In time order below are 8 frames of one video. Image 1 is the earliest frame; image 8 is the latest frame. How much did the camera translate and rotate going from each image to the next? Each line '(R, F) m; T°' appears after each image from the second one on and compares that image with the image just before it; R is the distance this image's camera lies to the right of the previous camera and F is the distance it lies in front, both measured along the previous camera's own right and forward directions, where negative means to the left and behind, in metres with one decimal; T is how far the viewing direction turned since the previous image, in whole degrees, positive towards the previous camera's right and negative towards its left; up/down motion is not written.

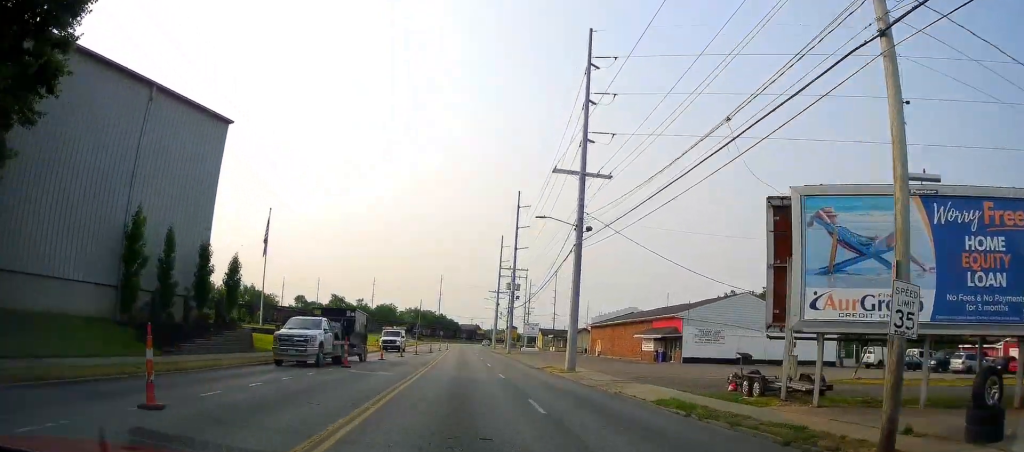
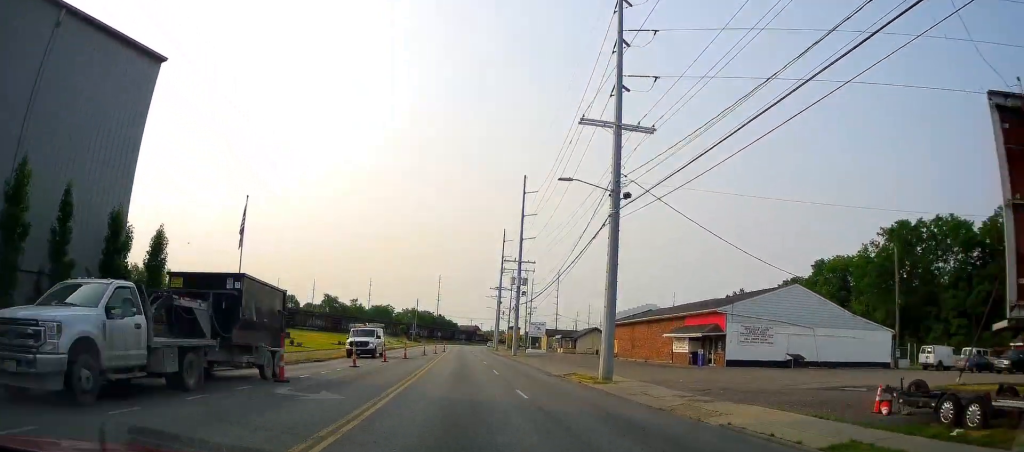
(-0.1, +8.8) m; 0°
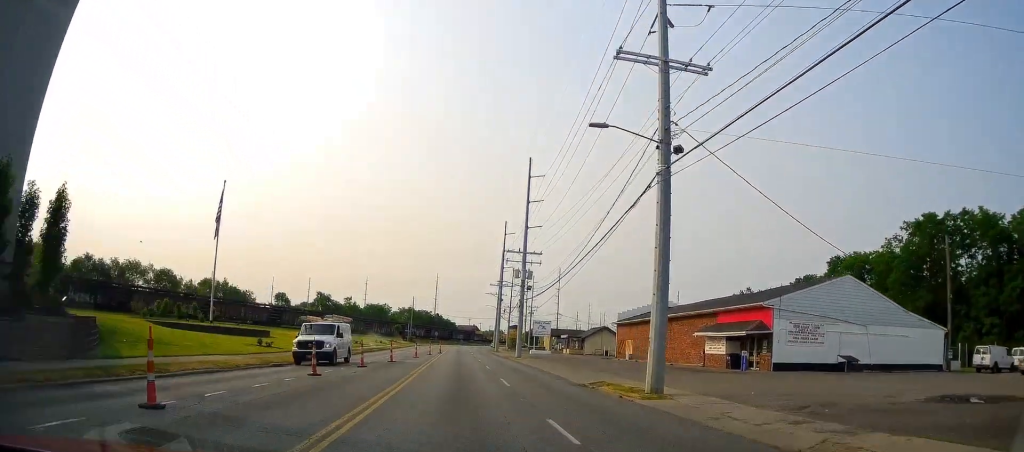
(-0.3, +7.1) m; 0°
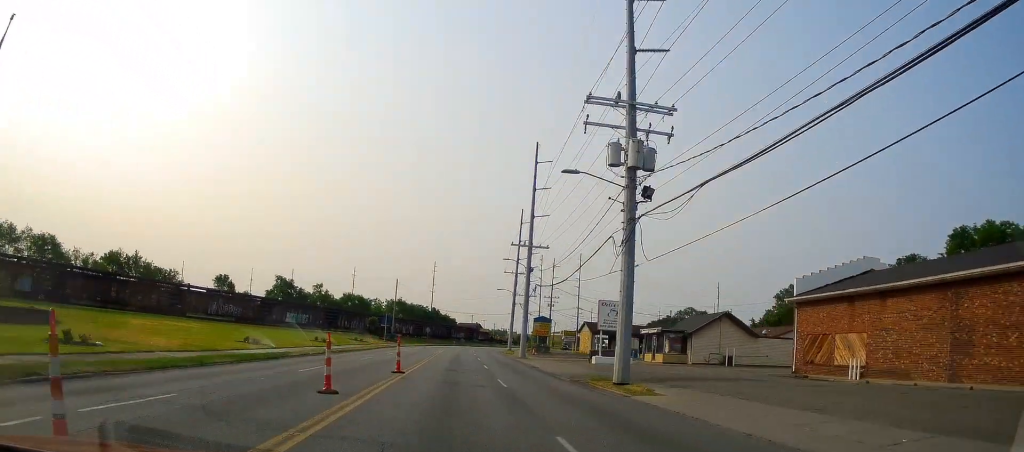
(+1.1, +39.0) m; +1°
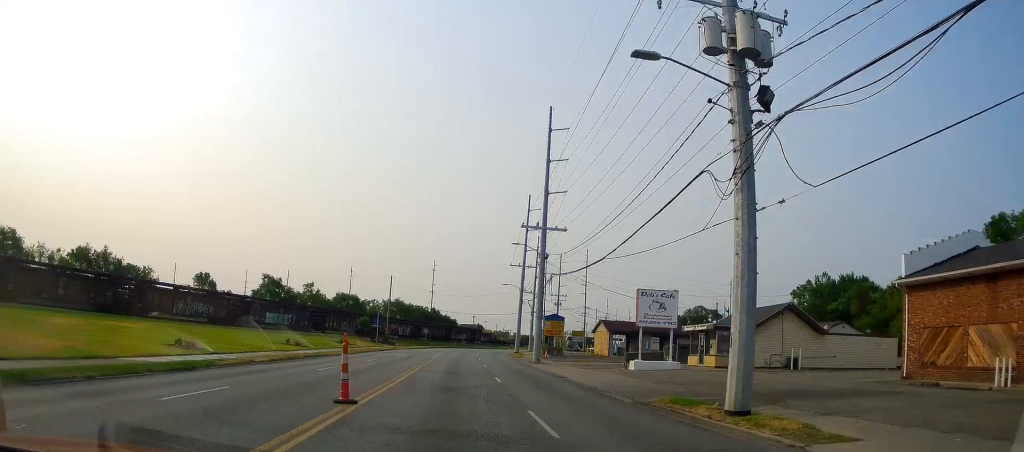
(-0.1, +9.5) m; -1°
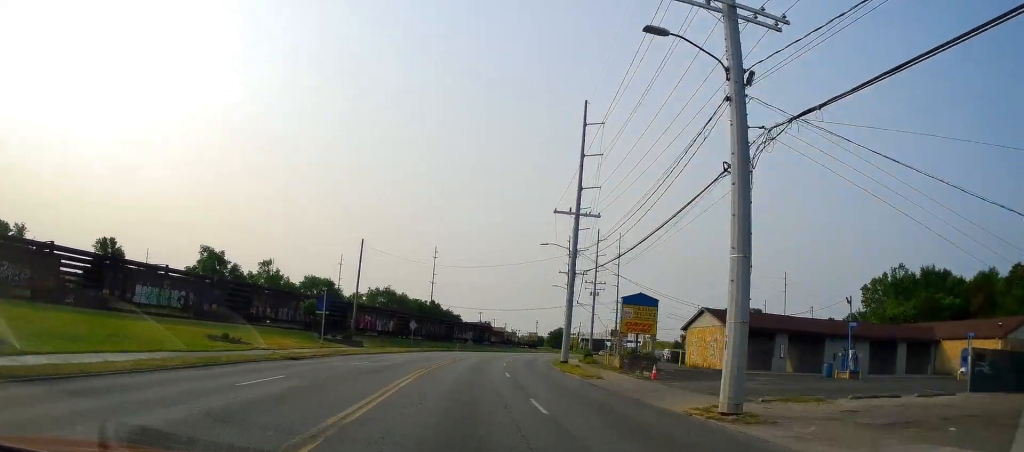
(-0.7, +33.3) m; 0°
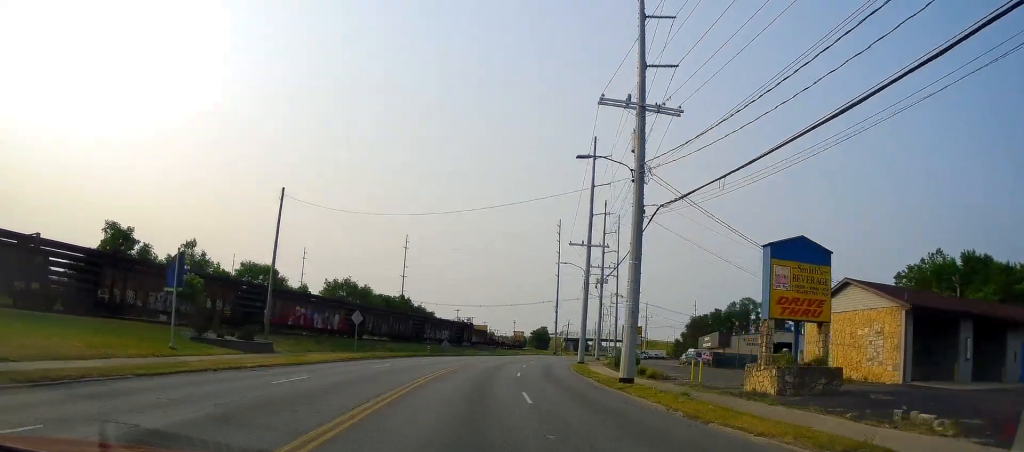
(+0.6, +21.9) m; +3°
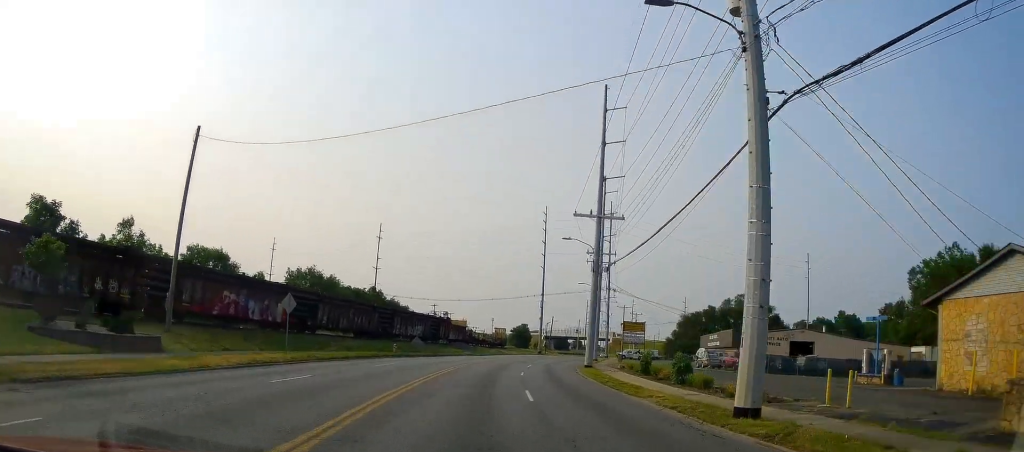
(0.0, +11.8) m; +2°
